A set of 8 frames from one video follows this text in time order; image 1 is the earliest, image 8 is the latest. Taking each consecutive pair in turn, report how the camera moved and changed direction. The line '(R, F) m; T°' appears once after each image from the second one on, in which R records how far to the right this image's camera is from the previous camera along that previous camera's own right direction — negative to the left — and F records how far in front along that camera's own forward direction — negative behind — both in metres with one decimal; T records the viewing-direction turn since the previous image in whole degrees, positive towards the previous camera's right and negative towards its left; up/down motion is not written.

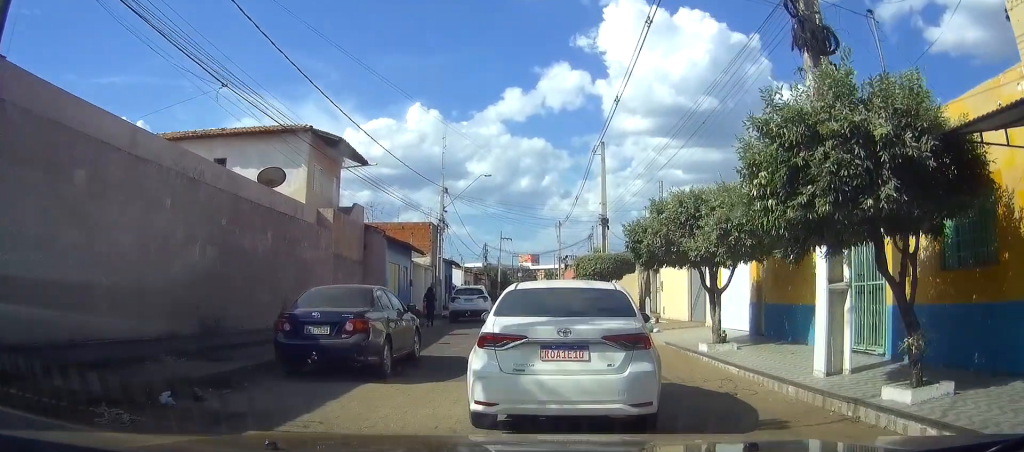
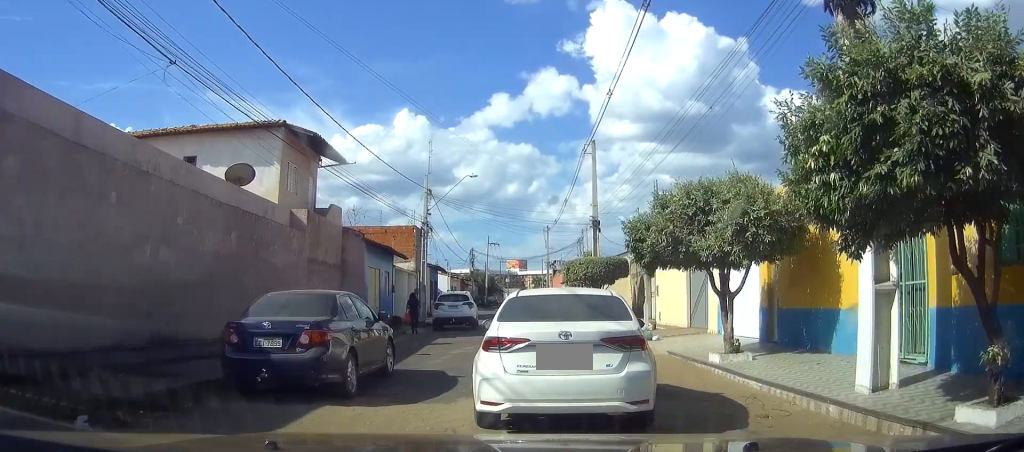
(0.0, +1.6) m; +2°
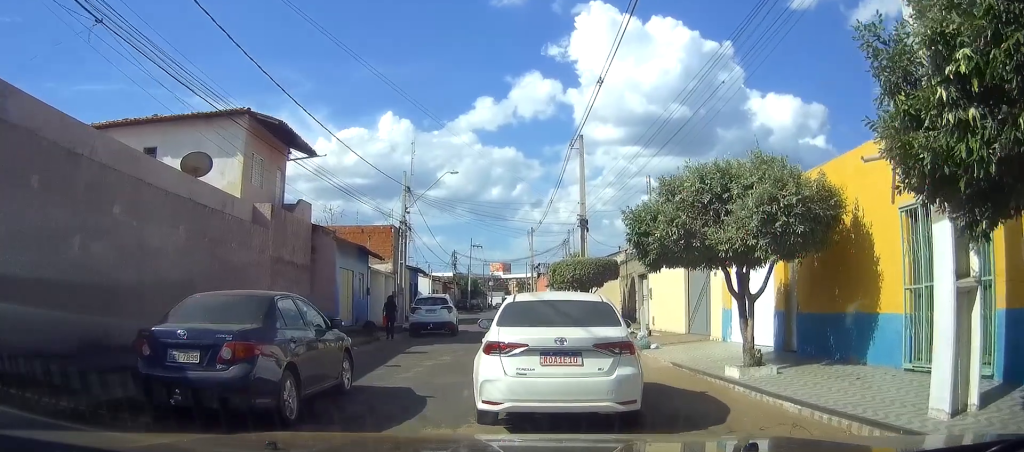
(+0.1, +2.2) m; +1°
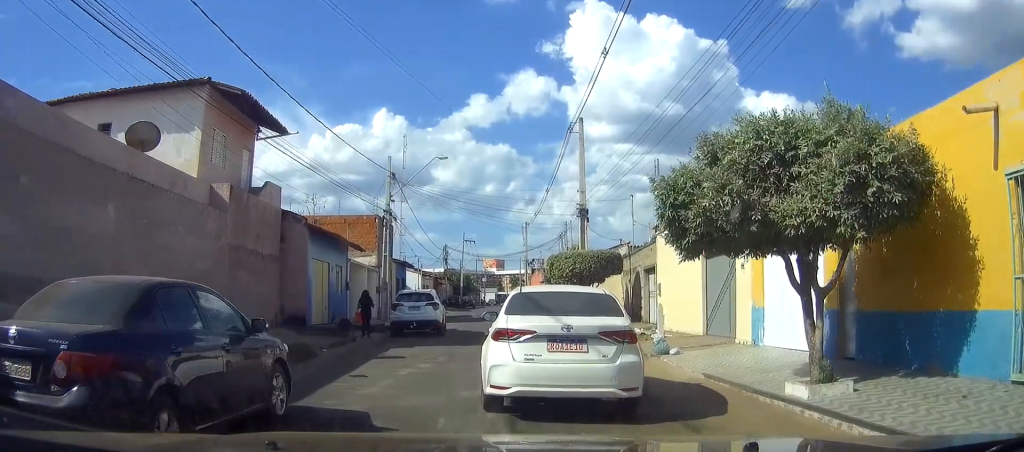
(+0.1, +2.8) m; 0°
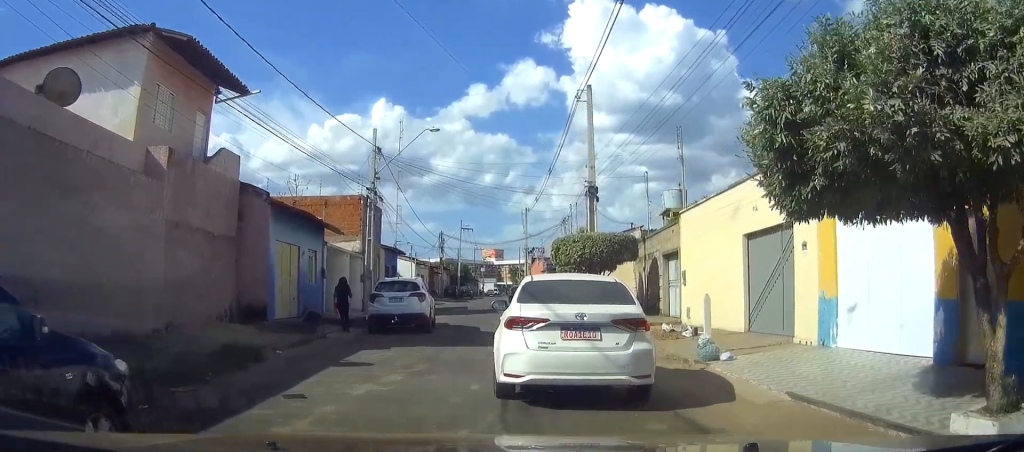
(-0.1, +3.4) m; -2°
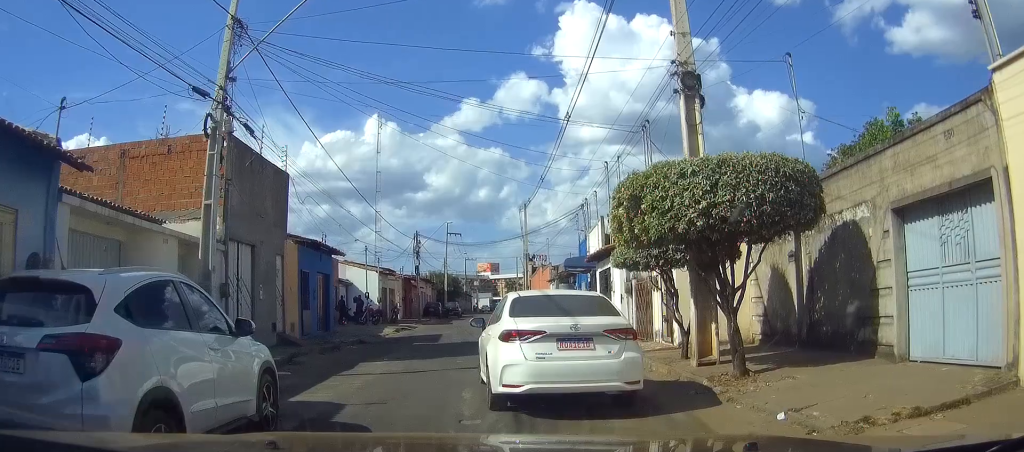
(0.0, +15.6) m; -2°
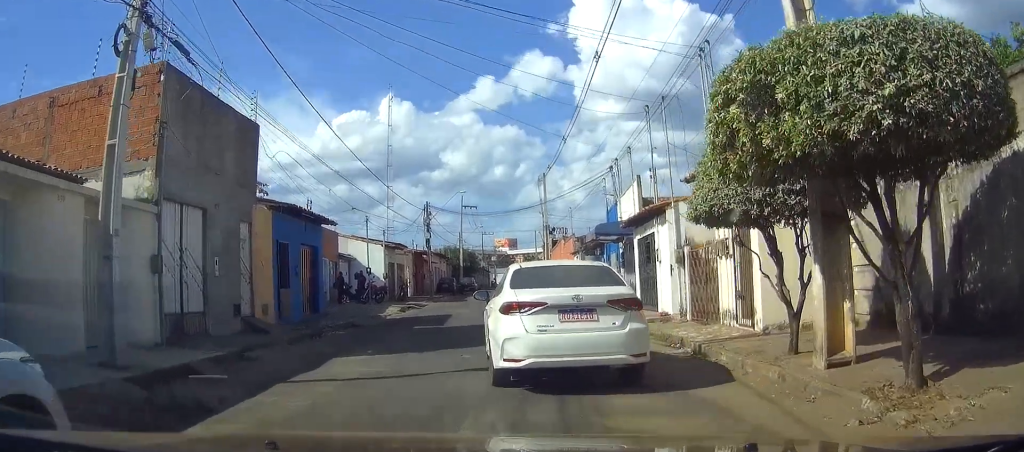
(-0.1, +4.1) m; -2°
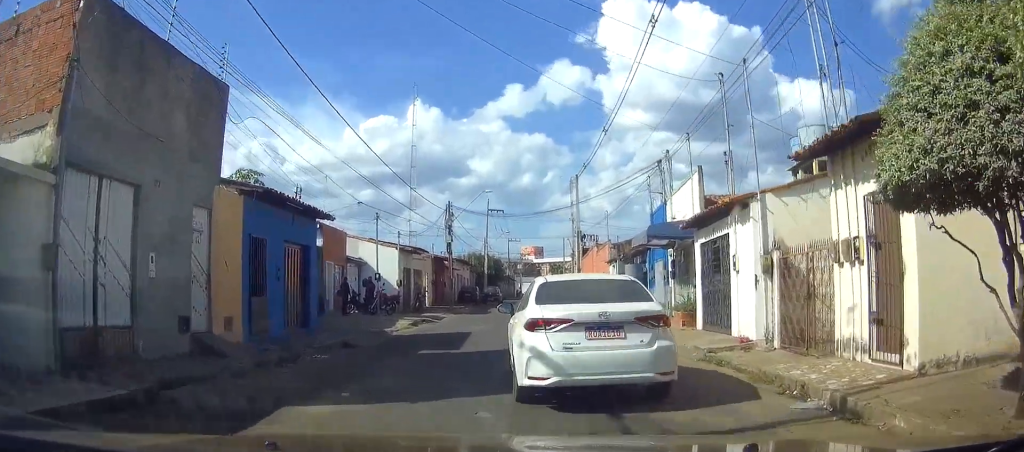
(-0.1, +4.2) m; 0°
